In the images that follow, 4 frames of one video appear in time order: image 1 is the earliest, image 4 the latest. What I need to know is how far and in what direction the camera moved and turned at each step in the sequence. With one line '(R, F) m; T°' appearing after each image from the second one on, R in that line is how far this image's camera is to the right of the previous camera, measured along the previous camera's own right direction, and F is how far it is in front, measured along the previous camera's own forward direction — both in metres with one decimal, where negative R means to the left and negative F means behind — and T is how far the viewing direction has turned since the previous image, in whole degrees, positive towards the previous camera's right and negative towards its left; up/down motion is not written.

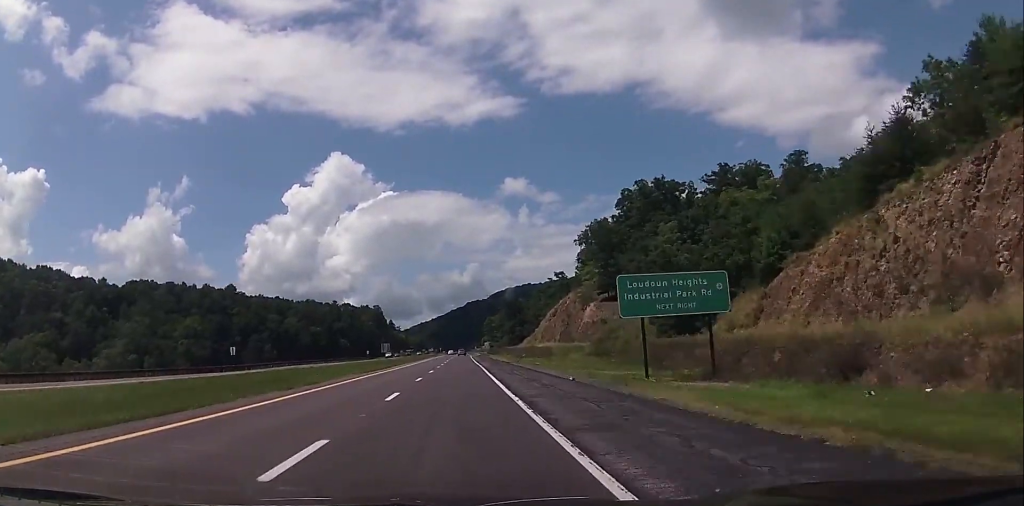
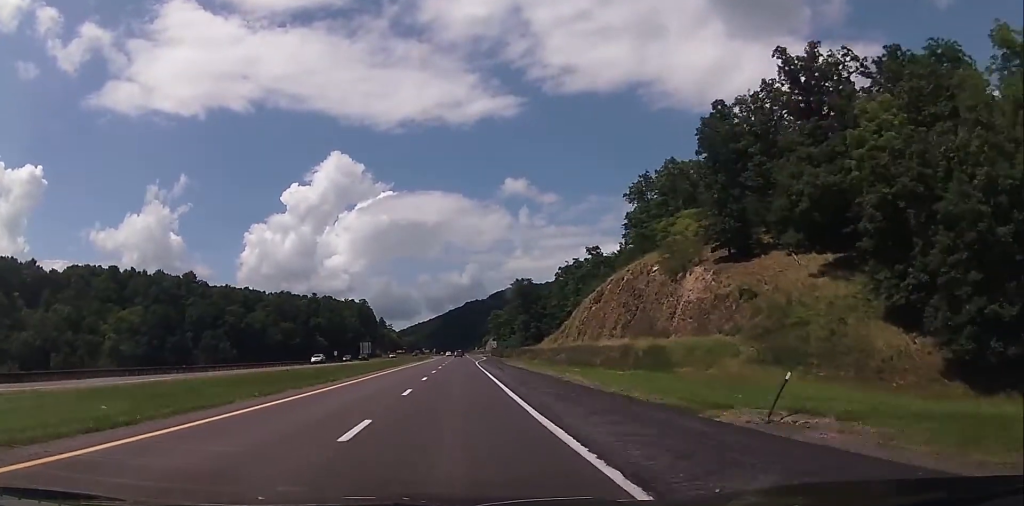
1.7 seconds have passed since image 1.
(-0.2, +56.7) m; 0°
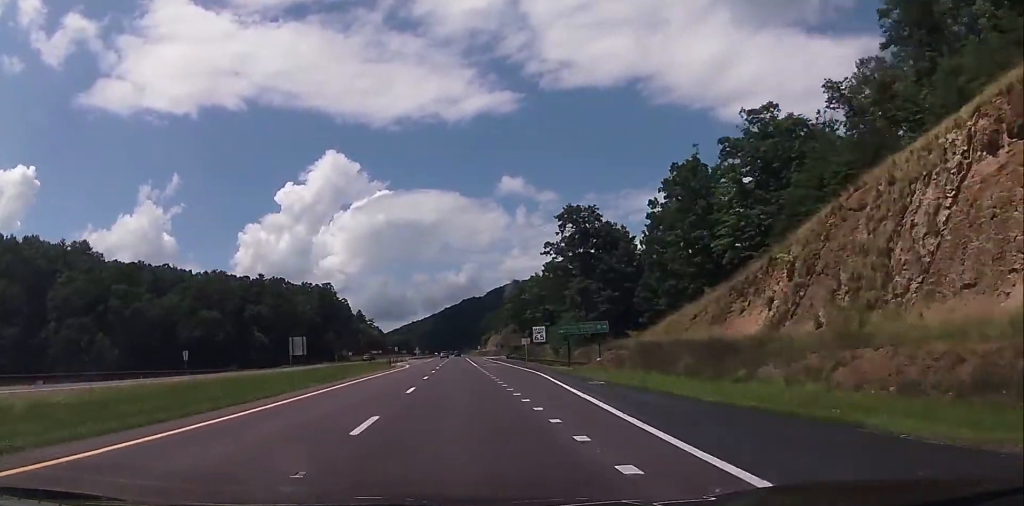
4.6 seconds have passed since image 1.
(+0.4, +95.5) m; 0°
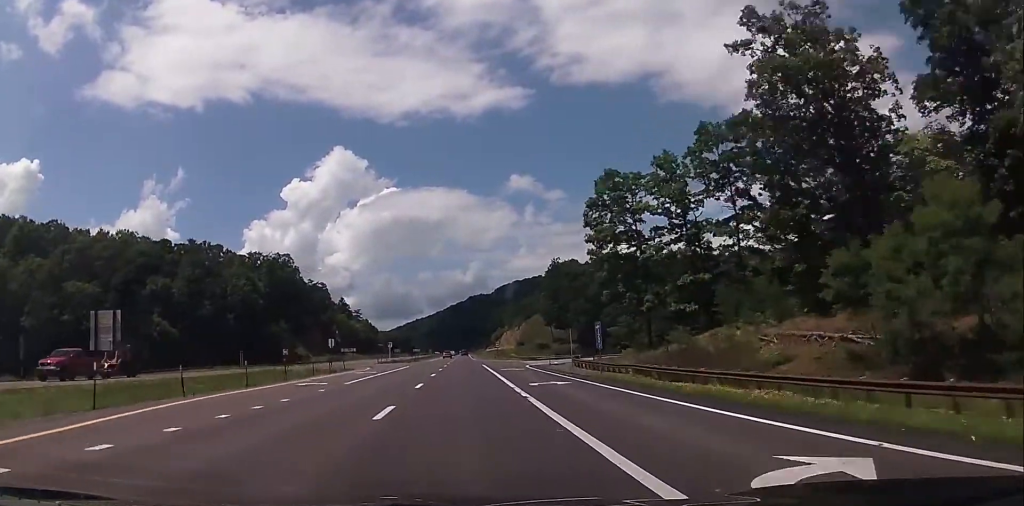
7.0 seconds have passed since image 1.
(+0.3, +82.3) m; 0°
